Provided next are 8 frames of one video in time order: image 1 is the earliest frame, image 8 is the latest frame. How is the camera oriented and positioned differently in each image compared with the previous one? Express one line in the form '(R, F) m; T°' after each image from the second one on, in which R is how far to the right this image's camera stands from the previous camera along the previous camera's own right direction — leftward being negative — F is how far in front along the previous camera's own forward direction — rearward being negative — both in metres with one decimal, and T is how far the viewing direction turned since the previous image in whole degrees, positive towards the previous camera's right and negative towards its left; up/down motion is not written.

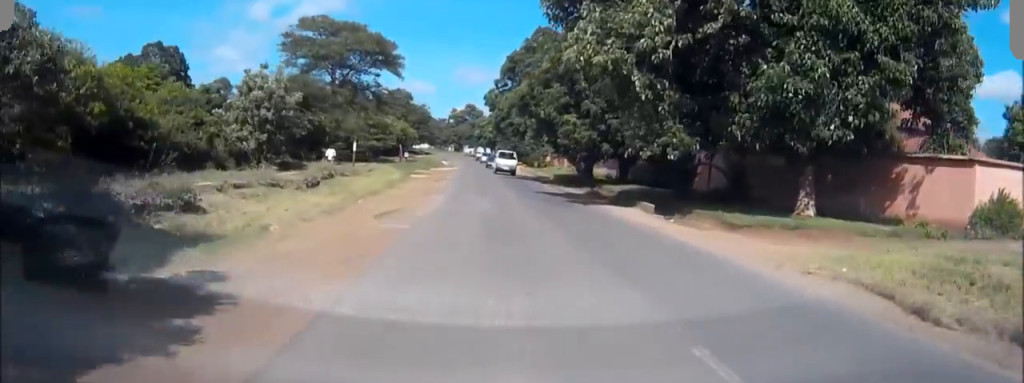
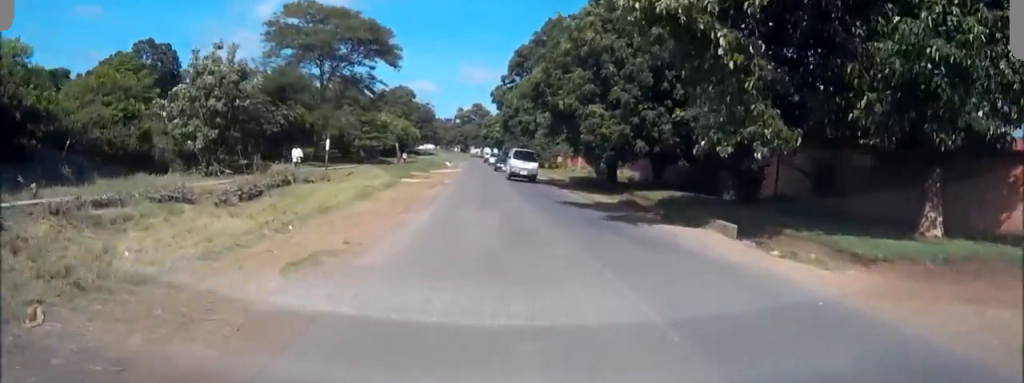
(0.0, +8.1) m; -1°
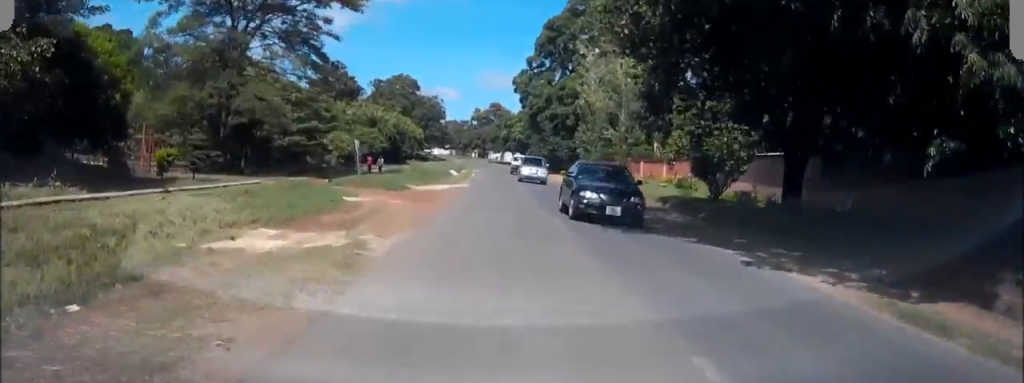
(-0.7, +28.2) m; -2°
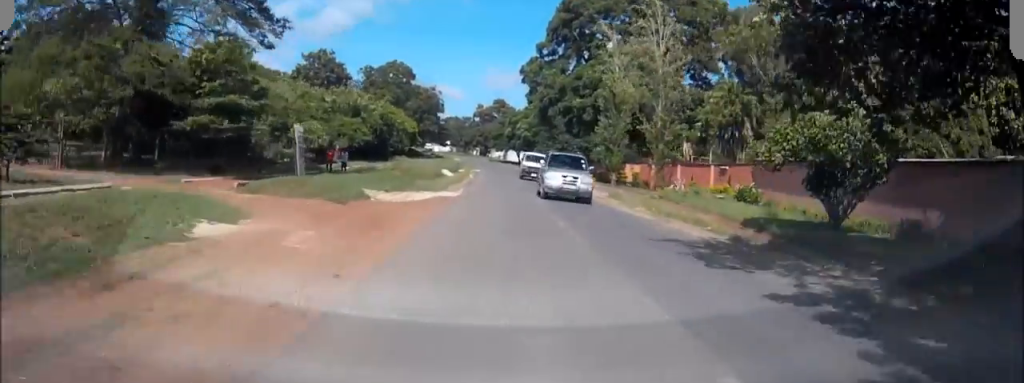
(0.0, +12.6) m; 0°
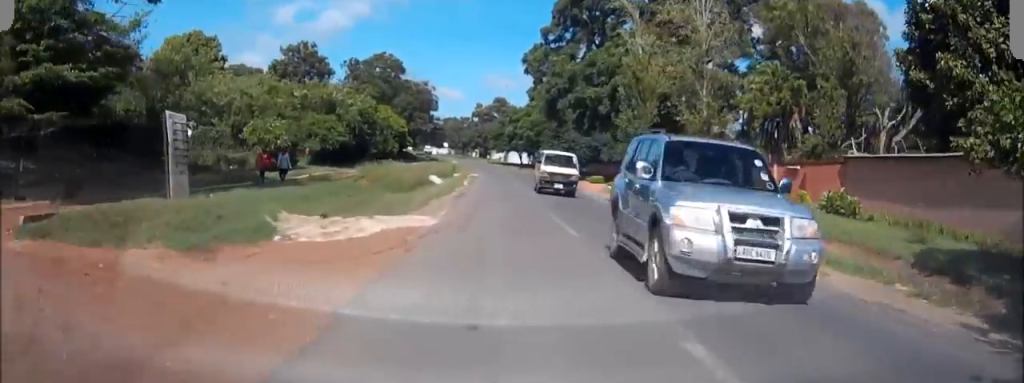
(0.0, +10.9) m; 0°
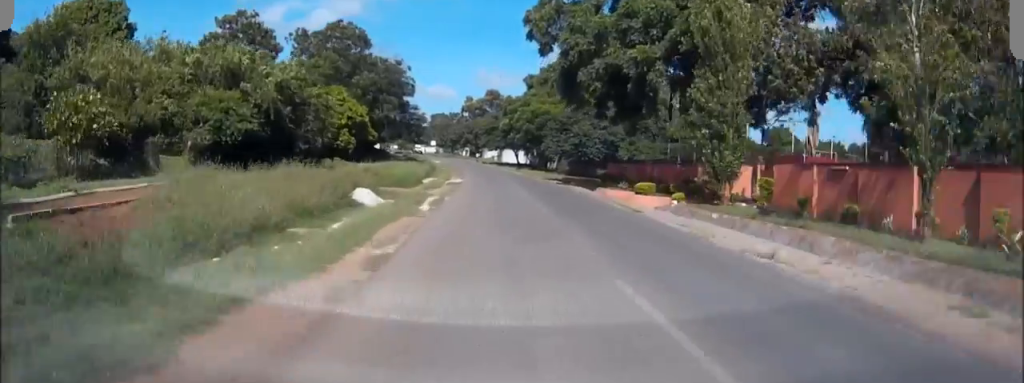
(-0.2, +21.4) m; -1°
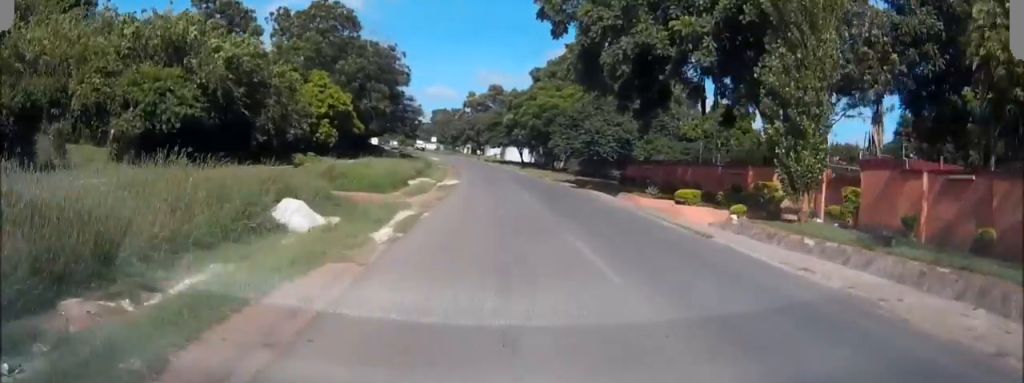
(-0.1, +8.0) m; 0°
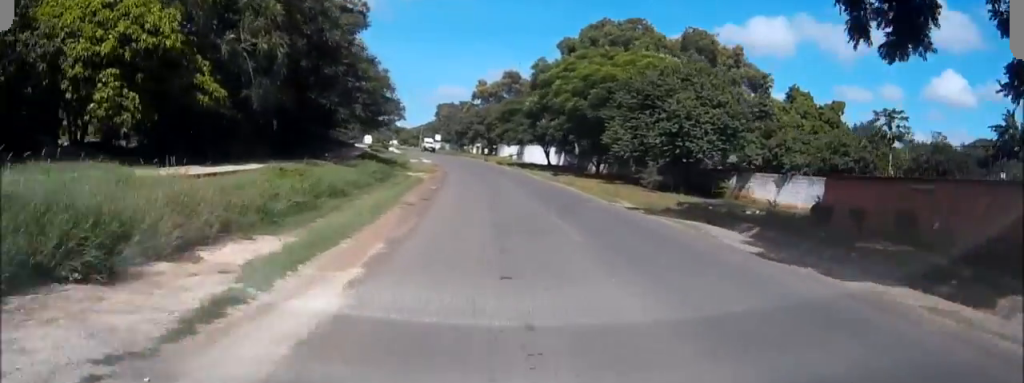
(+0.4, +32.1) m; 0°
